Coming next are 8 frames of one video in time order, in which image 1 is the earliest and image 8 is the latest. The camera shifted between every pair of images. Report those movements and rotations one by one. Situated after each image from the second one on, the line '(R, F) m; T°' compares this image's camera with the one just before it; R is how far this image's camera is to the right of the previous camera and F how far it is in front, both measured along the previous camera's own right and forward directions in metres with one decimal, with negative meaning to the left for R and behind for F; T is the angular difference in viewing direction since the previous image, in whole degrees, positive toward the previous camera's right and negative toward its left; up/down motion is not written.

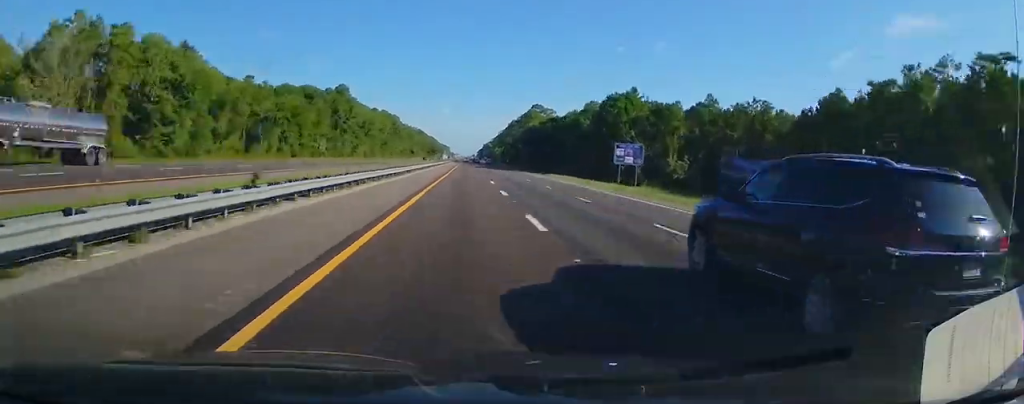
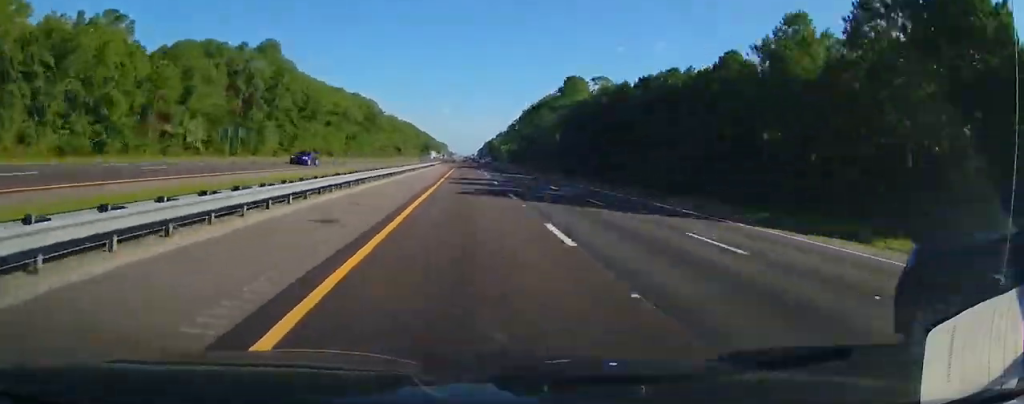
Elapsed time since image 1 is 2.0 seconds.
(+0.1, +74.0) m; 0°
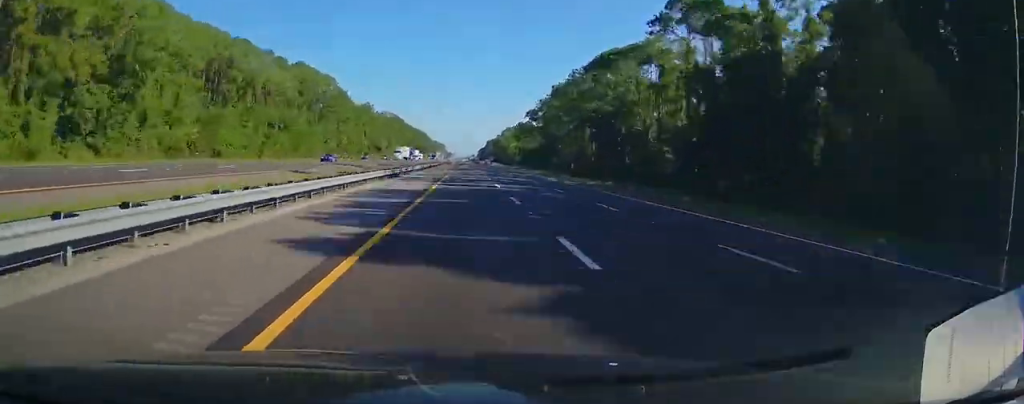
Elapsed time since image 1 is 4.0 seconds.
(-0.2, +73.8) m; 0°
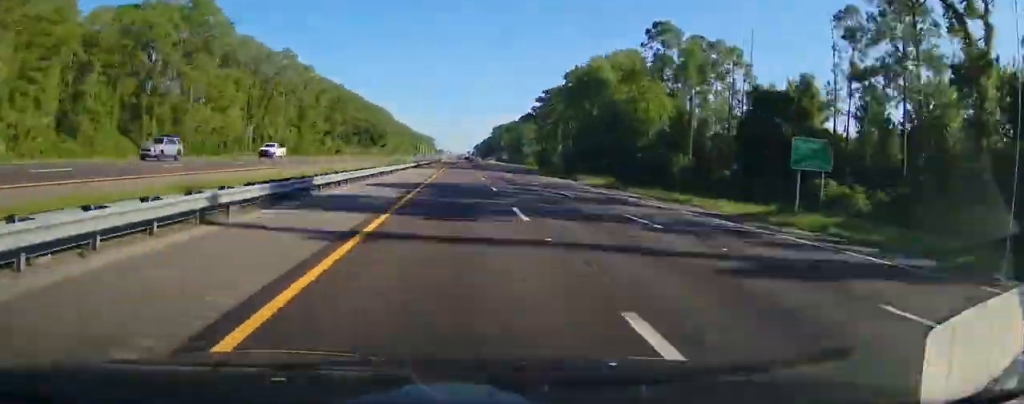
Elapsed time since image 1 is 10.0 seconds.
(+2.0, +222.3) m; +1°
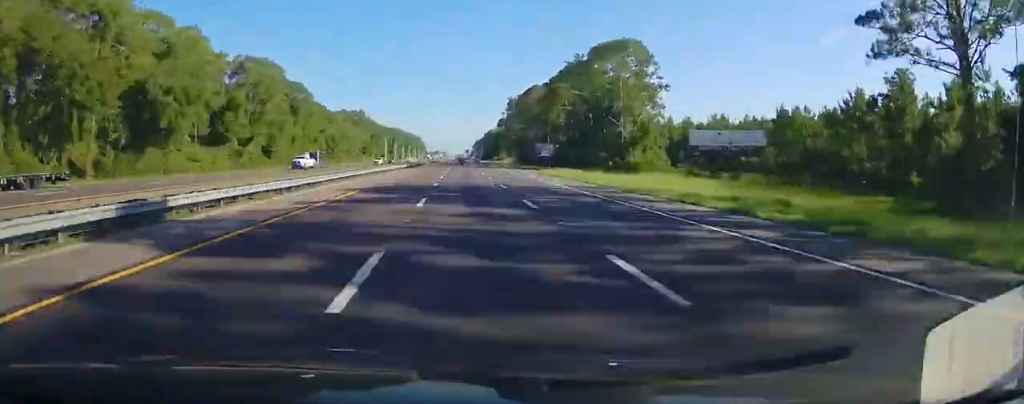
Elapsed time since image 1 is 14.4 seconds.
(+0.9, +164.8) m; 0°
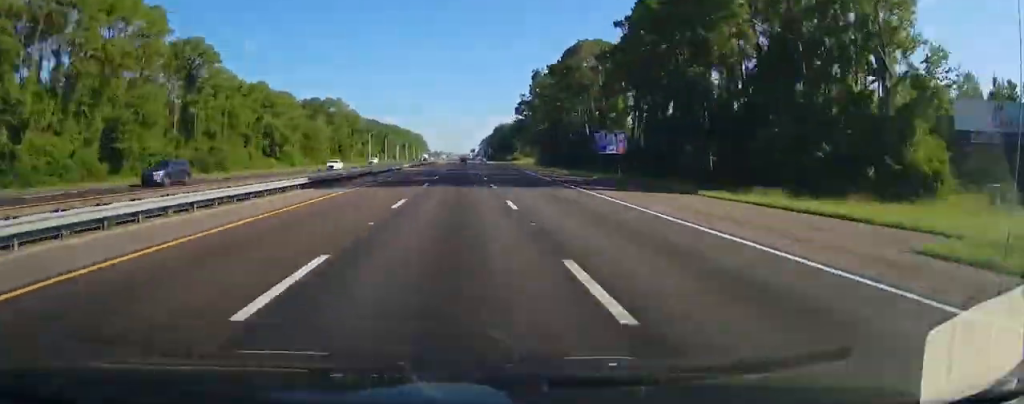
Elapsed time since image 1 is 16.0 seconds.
(+0.1, +59.9) m; 0°
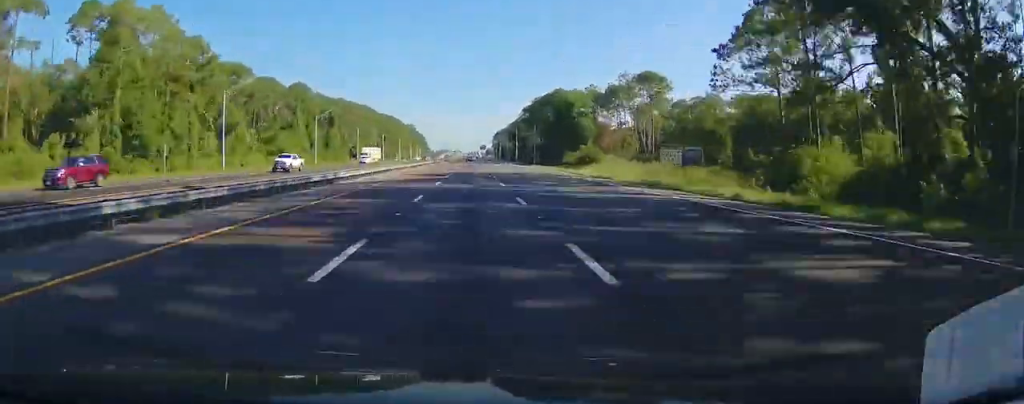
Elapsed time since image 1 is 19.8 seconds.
(-1.0, +139.9) m; -1°
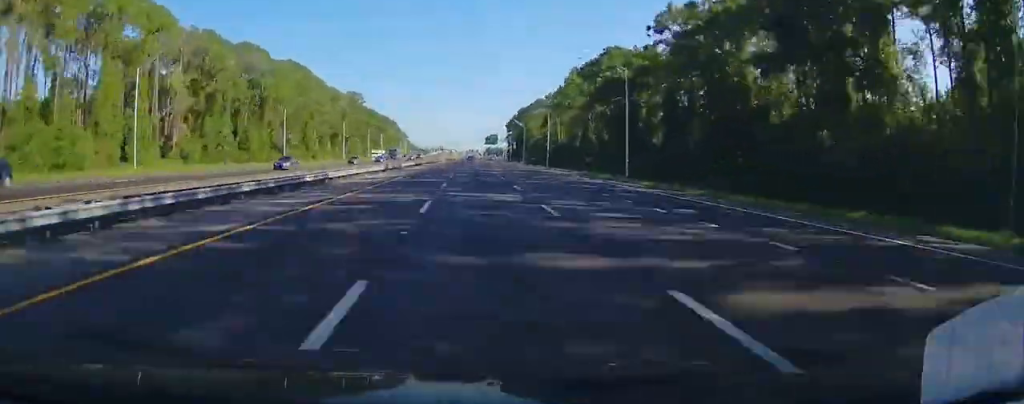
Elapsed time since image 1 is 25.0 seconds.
(-0.7, +194.4) m; 0°
